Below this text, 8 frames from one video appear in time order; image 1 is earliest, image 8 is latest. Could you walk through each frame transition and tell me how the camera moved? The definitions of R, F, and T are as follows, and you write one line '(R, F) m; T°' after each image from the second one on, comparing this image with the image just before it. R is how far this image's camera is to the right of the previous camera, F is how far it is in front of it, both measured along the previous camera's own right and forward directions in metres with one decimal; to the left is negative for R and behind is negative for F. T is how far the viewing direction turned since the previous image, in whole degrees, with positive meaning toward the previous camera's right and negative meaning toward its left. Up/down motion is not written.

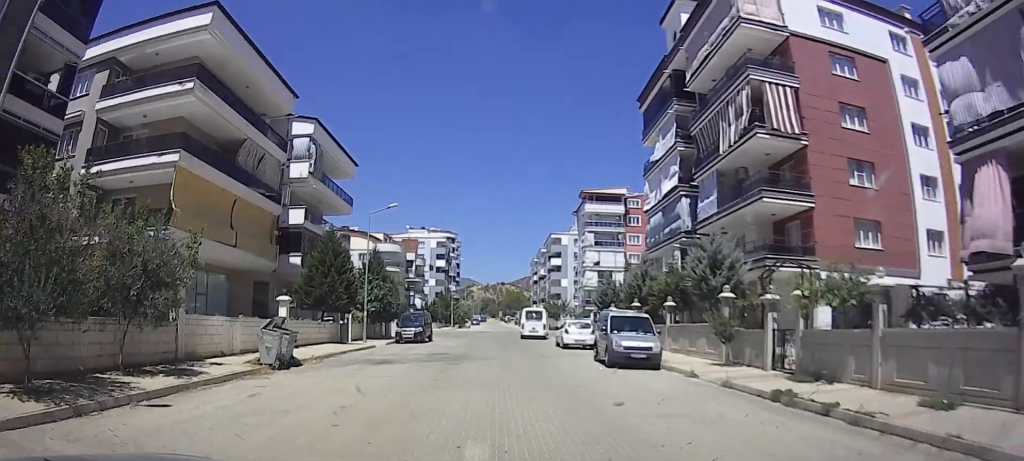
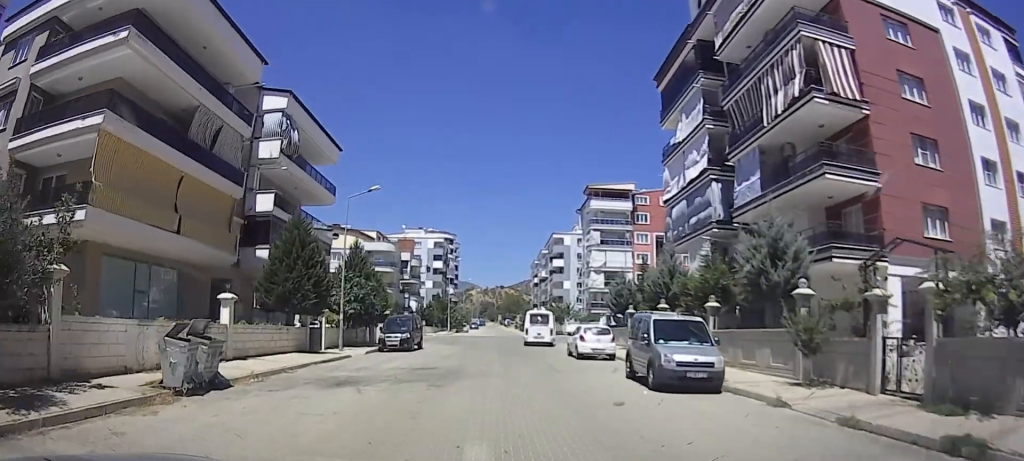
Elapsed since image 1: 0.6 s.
(+0.6, +5.7) m; +2°
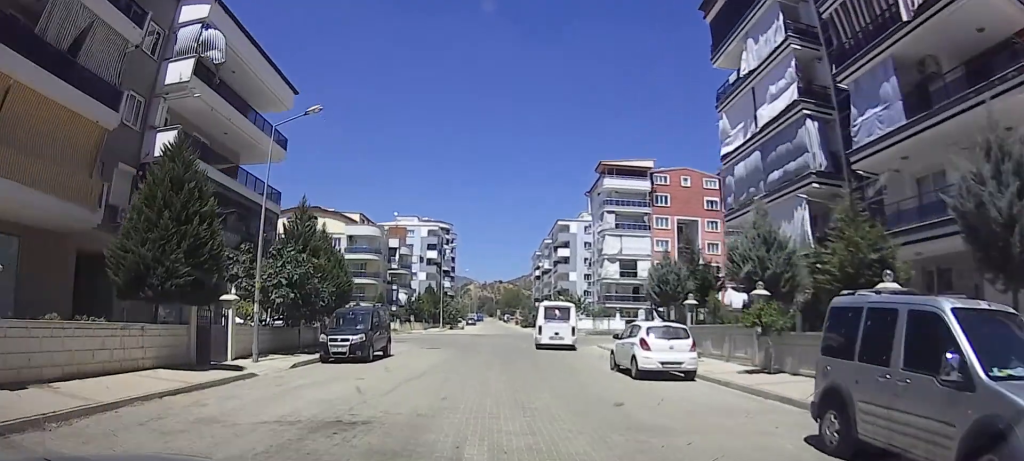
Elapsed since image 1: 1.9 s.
(-0.4, +9.4) m; +2°
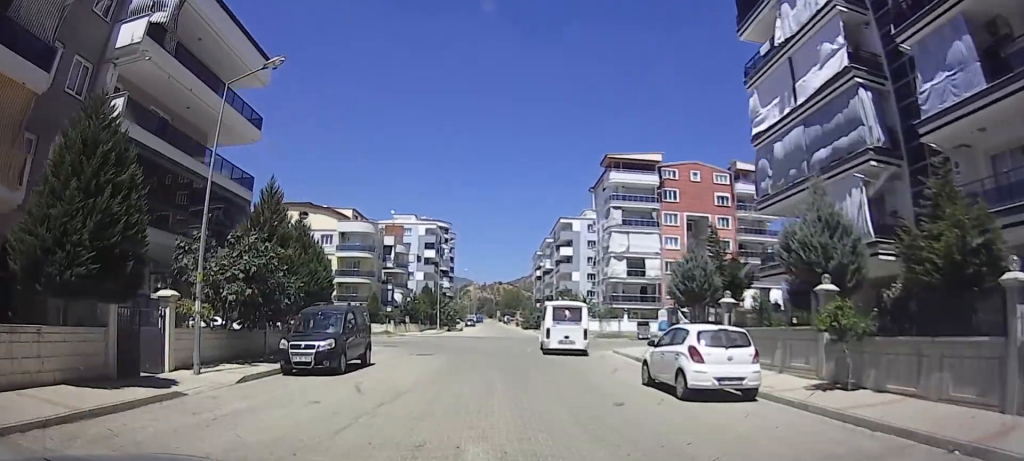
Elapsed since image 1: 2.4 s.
(+0.6, +3.3) m; -1°
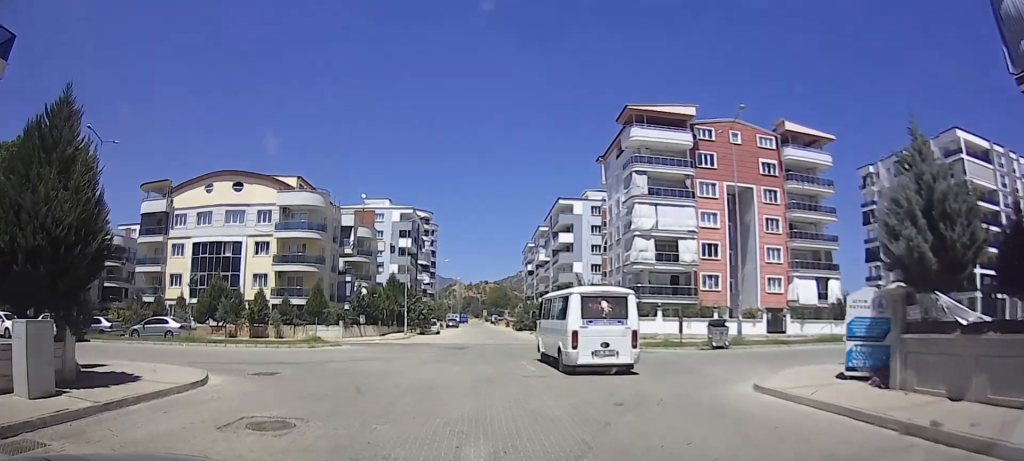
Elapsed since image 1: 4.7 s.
(-4.1, +16.0) m; -11°
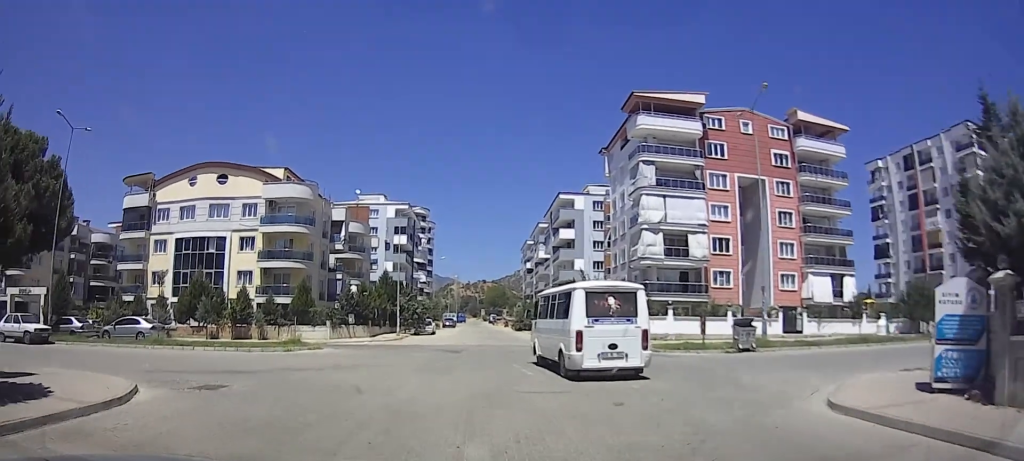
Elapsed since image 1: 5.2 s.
(+0.7, +4.3) m; +5°
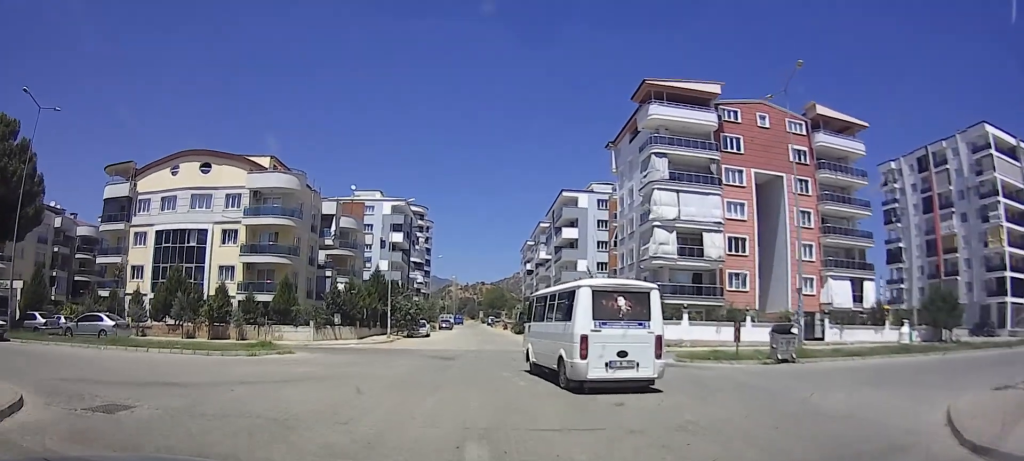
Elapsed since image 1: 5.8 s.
(+0.4, +5.4) m; +3°
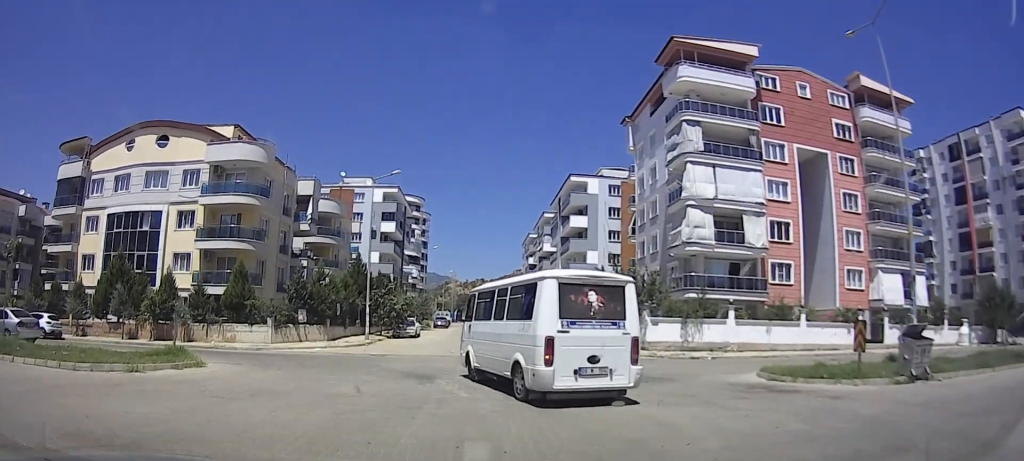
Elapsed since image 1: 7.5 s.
(-0.4, +10.6) m; 0°
